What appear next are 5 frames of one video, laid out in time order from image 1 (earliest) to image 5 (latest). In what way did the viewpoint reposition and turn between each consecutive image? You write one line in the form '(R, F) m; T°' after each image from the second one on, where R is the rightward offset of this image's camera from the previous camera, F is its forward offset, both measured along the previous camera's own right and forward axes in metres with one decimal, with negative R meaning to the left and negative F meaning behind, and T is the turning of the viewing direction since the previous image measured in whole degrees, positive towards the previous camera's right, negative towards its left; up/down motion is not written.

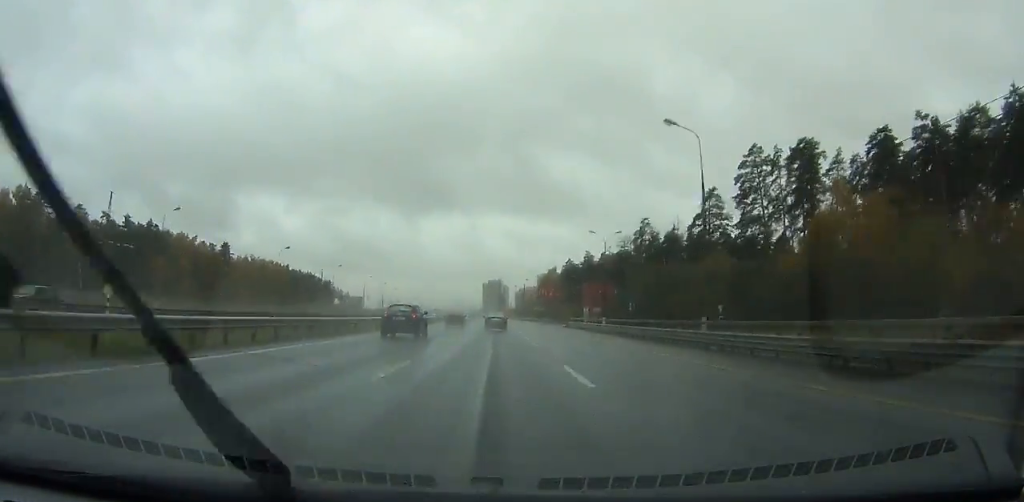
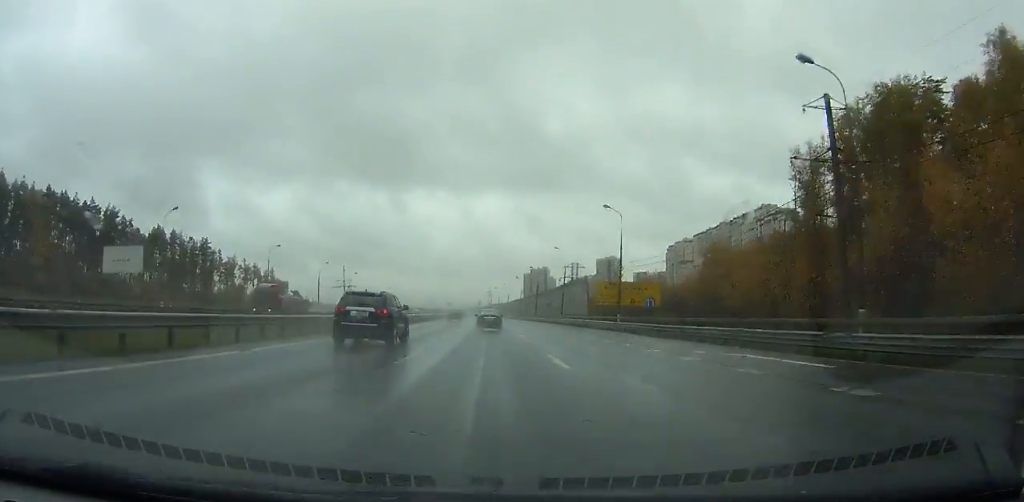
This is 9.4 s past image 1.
(-5.6, +258.6) m; -4°
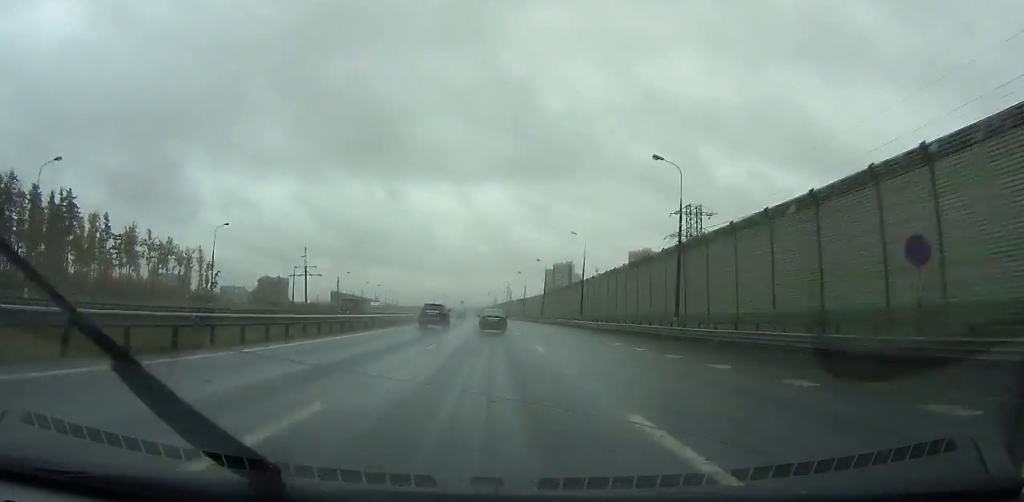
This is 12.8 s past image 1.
(-1.2, +94.3) m; -1°
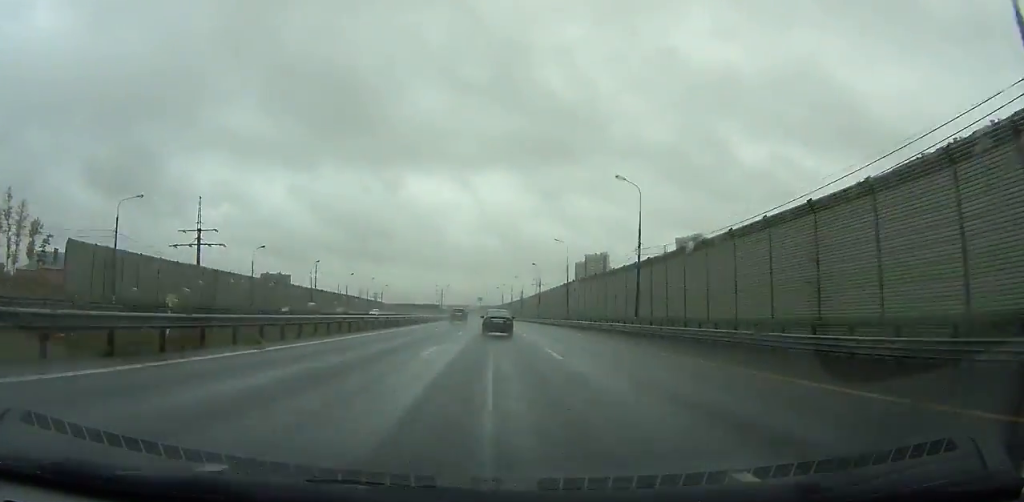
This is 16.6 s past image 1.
(-1.4, +103.3) m; -2°
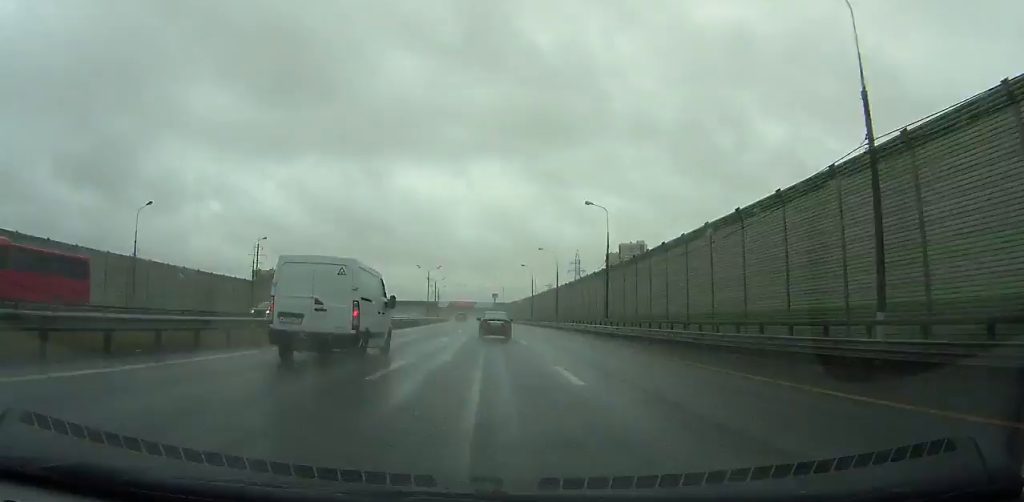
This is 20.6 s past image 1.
(-1.8, +103.9) m; -2°
